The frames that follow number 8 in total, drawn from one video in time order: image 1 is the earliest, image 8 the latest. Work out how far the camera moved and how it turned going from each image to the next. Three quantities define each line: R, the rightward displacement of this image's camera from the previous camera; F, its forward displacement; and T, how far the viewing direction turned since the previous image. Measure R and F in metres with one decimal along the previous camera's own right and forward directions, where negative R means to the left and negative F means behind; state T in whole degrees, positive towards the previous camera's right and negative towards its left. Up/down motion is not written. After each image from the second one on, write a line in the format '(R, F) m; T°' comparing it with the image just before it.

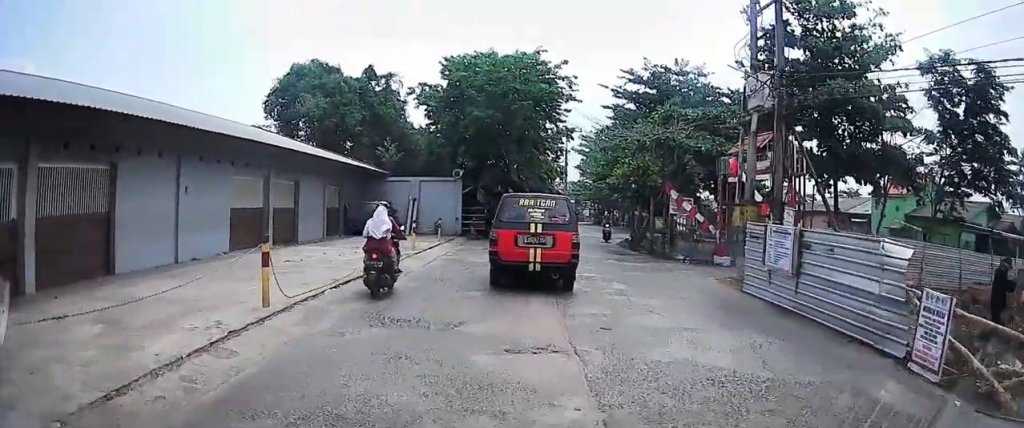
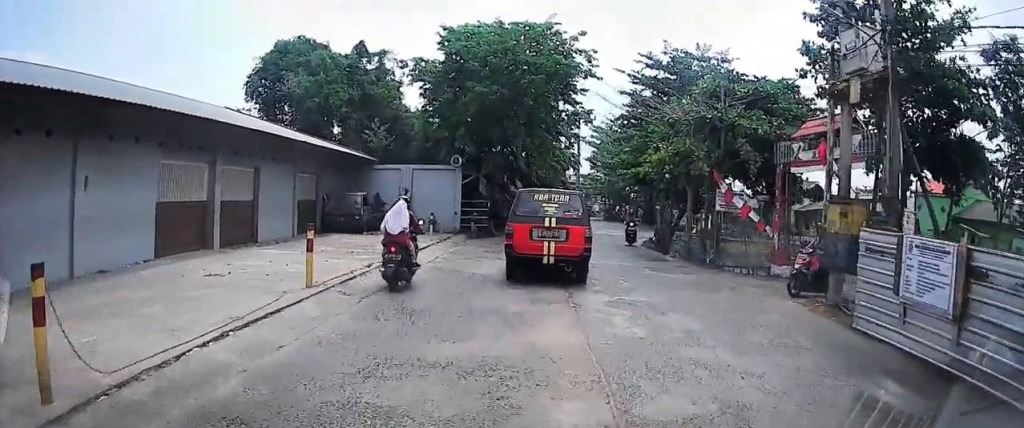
(0.0, +5.5) m; 0°
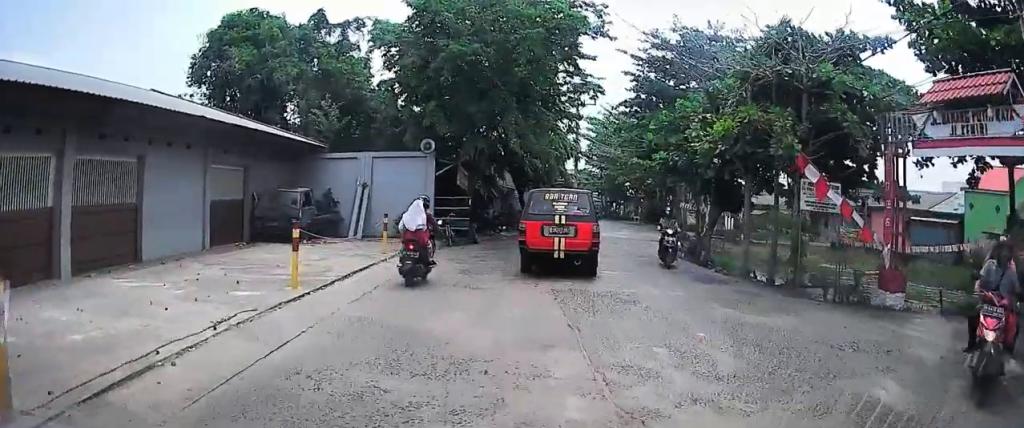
(0.0, +7.6) m; -1°
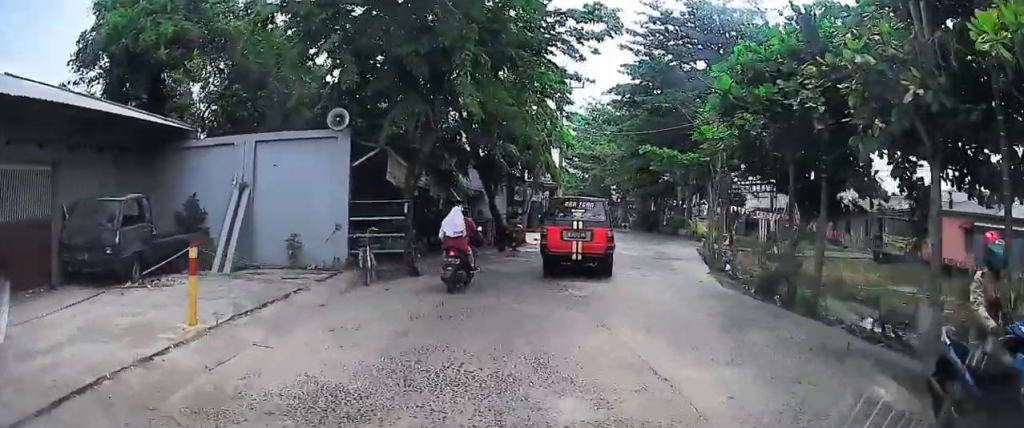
(-0.1, +9.3) m; -3°
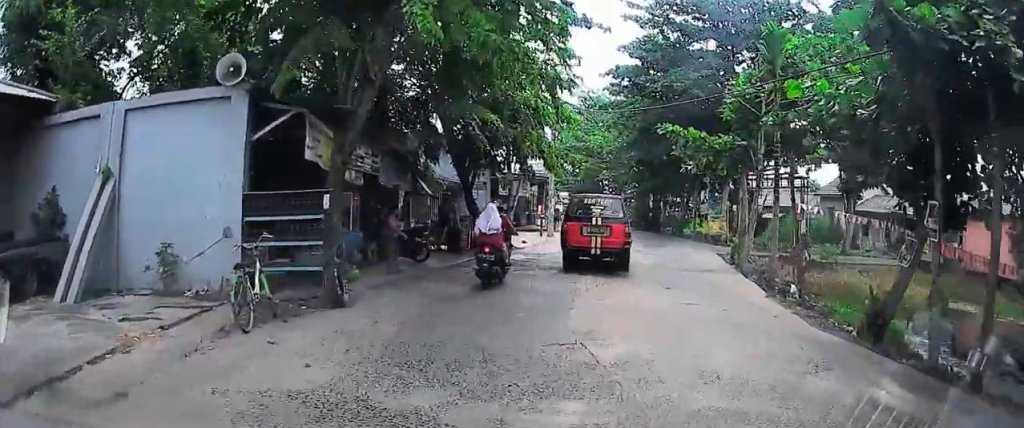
(-0.1, +5.0) m; 0°
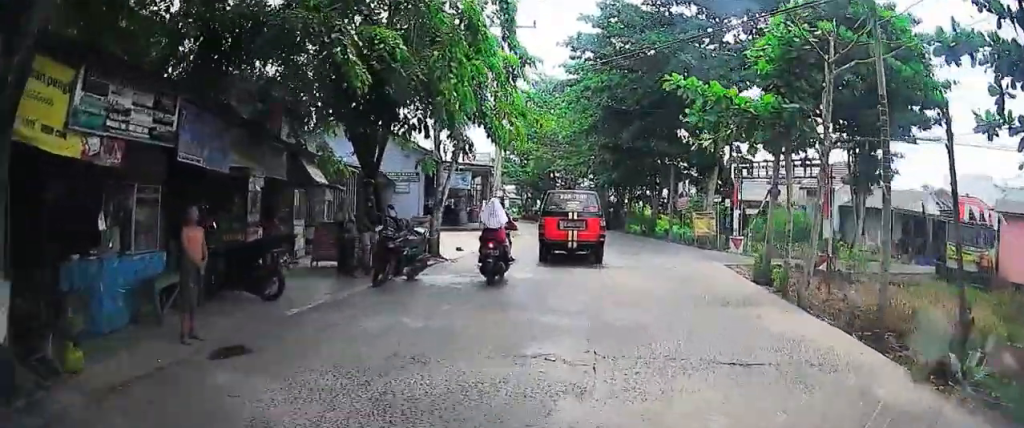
(+0.1, +6.0) m; +4°
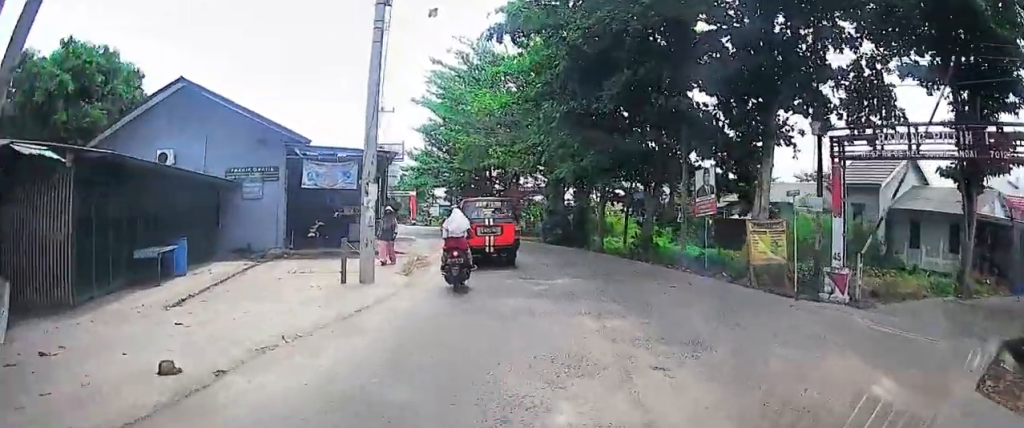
(+0.6, +8.7) m; +4°
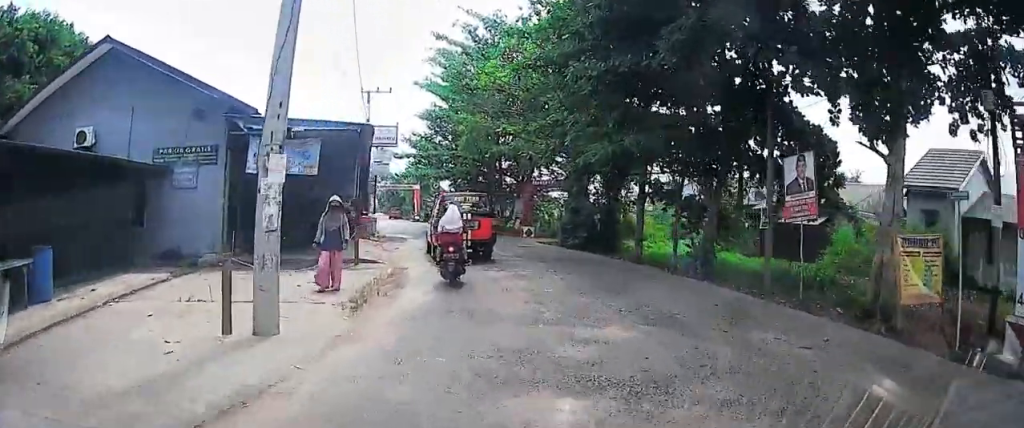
(0.0, +3.1) m; 0°
